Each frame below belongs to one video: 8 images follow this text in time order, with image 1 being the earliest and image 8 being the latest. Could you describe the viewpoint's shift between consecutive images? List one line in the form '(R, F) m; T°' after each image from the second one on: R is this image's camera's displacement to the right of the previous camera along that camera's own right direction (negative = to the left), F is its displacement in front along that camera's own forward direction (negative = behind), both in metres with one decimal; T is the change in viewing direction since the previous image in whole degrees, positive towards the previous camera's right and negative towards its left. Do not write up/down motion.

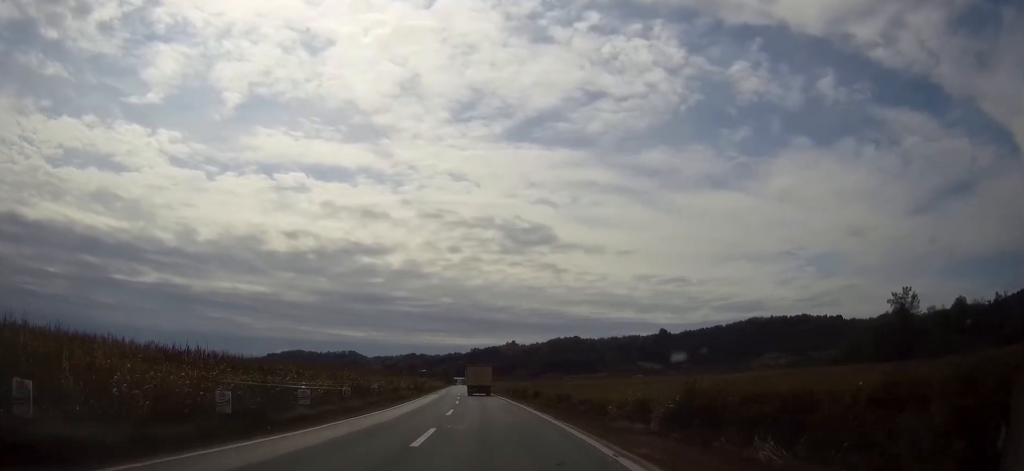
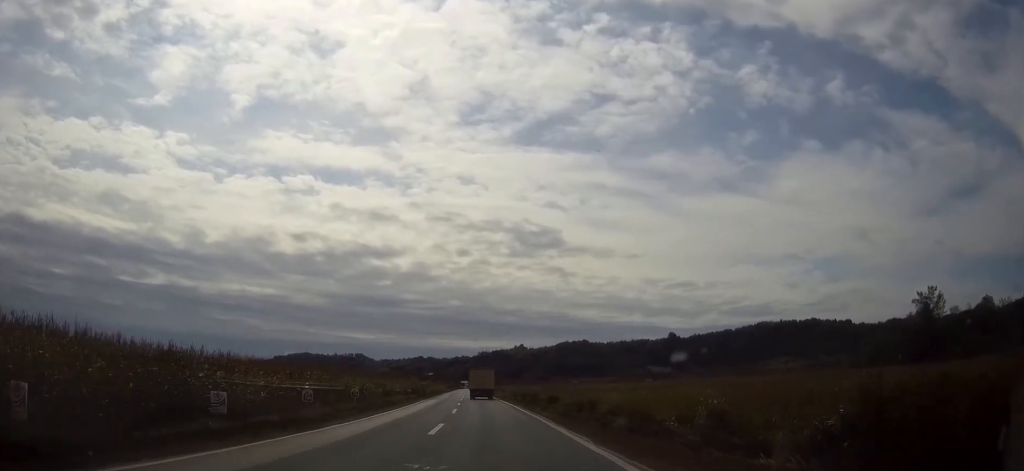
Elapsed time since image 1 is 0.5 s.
(-0.1, +9.1) m; -1°
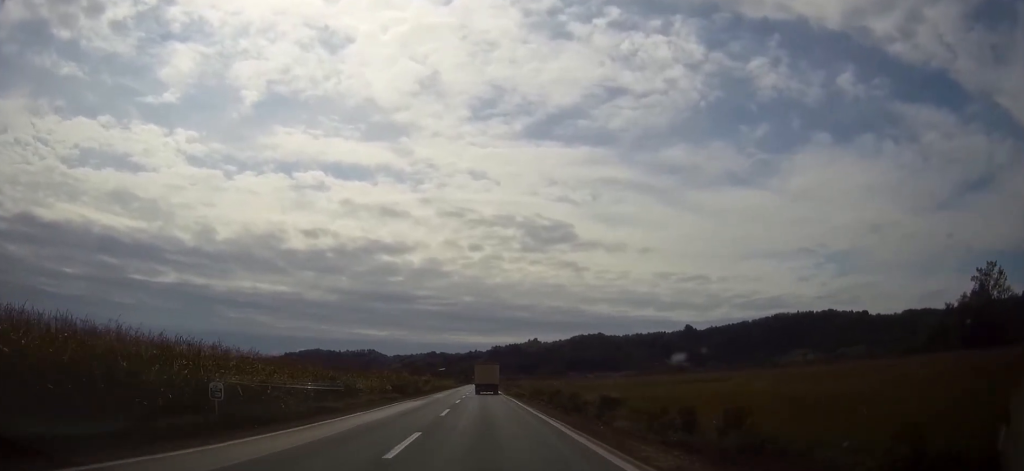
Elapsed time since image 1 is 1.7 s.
(-0.3, +21.8) m; -1°
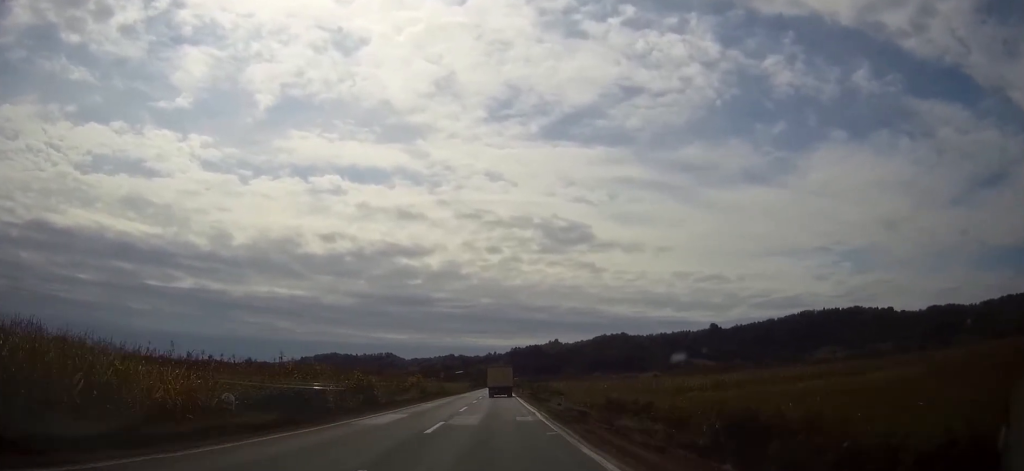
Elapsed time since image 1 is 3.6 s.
(-0.4, +35.1) m; -1°
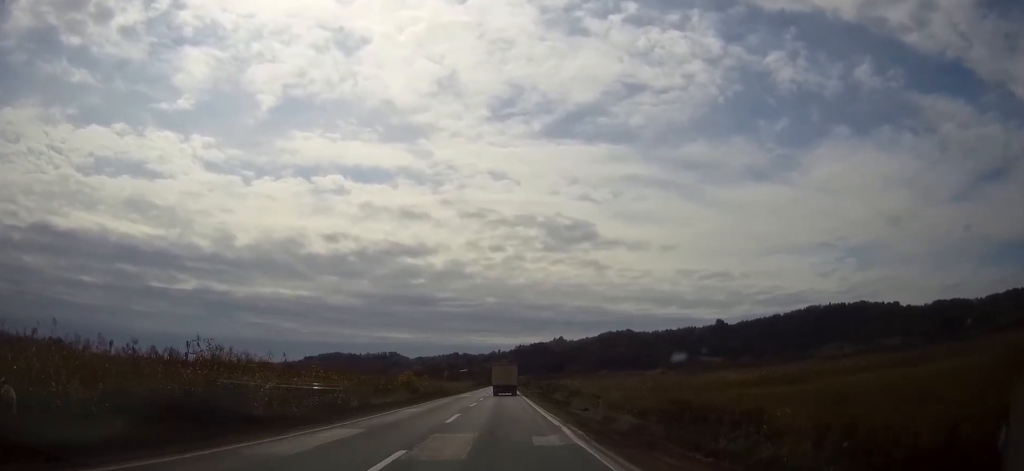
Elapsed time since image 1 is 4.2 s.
(0.0, +10.3) m; 0°
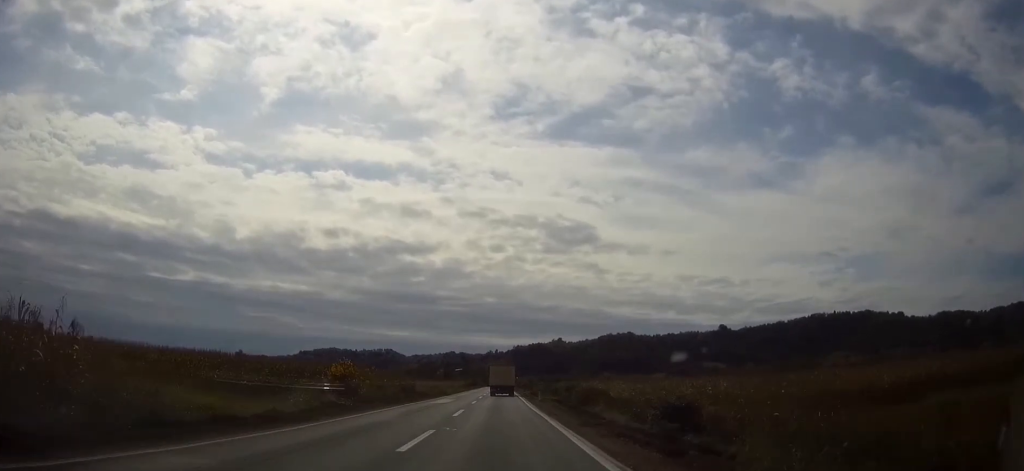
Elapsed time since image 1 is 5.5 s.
(-0.1, +24.2) m; 0°
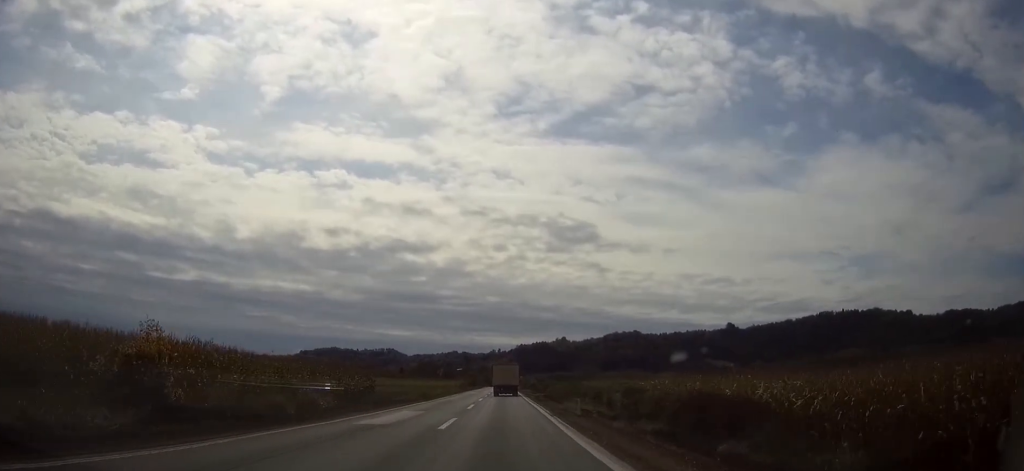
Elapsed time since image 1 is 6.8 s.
(0.0, +22.4) m; 0°
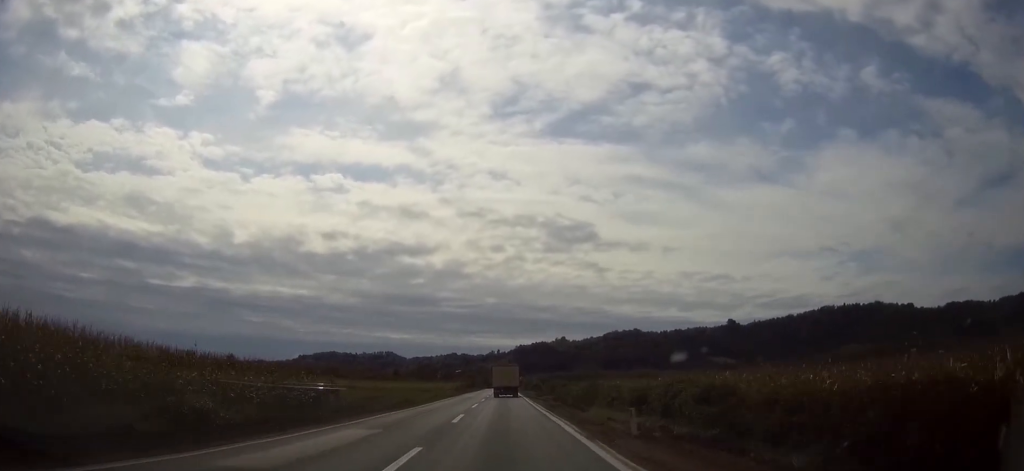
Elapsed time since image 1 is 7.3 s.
(0.0, +10.3) m; 0°
